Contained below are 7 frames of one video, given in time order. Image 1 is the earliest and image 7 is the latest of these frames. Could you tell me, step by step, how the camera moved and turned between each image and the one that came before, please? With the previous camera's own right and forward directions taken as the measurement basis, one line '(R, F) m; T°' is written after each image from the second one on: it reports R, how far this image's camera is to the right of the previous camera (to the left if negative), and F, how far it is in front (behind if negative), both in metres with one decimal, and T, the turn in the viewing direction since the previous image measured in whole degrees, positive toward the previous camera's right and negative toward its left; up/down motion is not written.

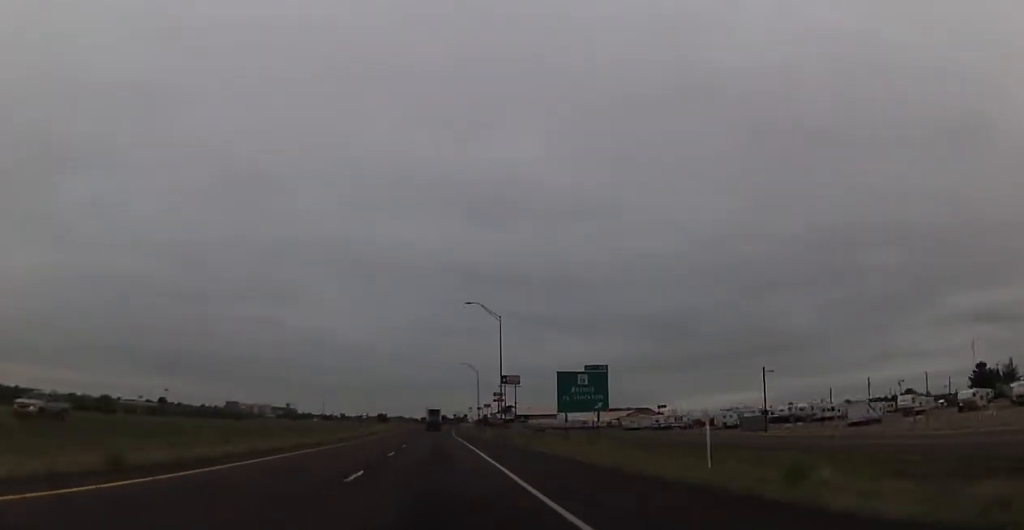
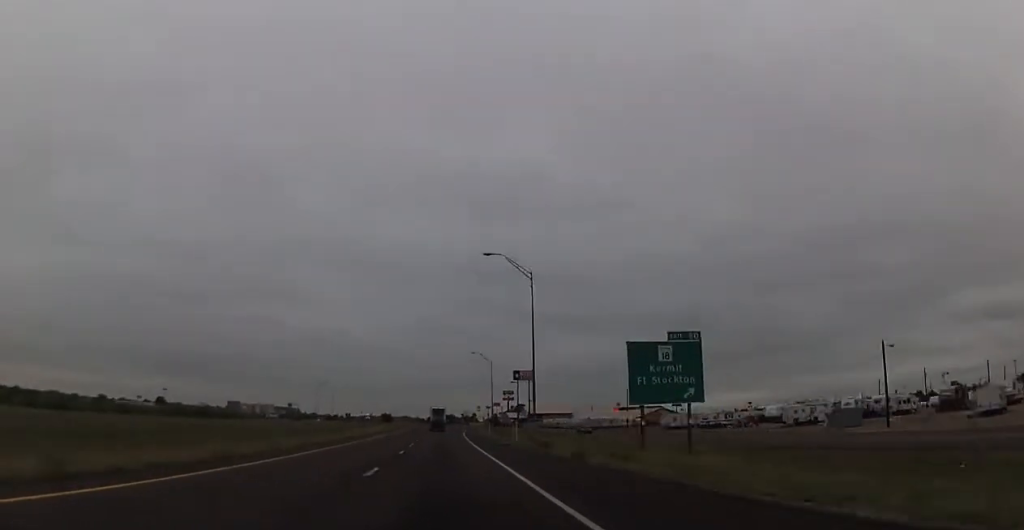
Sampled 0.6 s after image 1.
(-0.3, +22.4) m; 0°
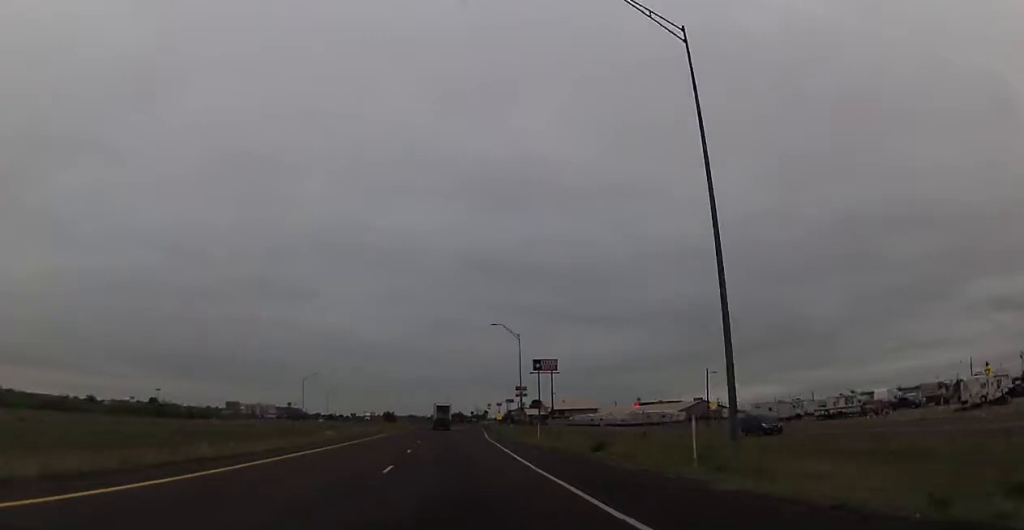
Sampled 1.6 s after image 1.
(0.0, +36.3) m; 0°
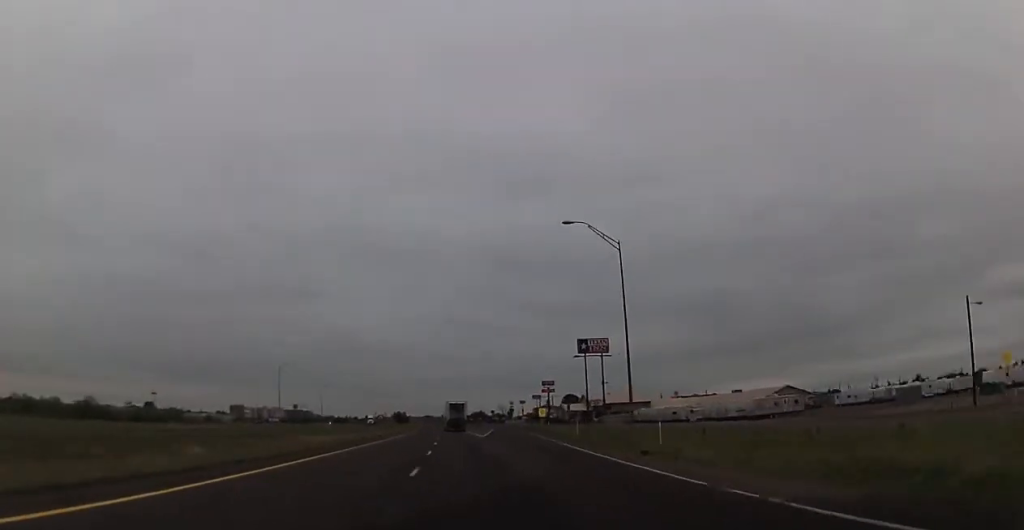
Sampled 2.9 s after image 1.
(-0.4, +48.7) m; -1°
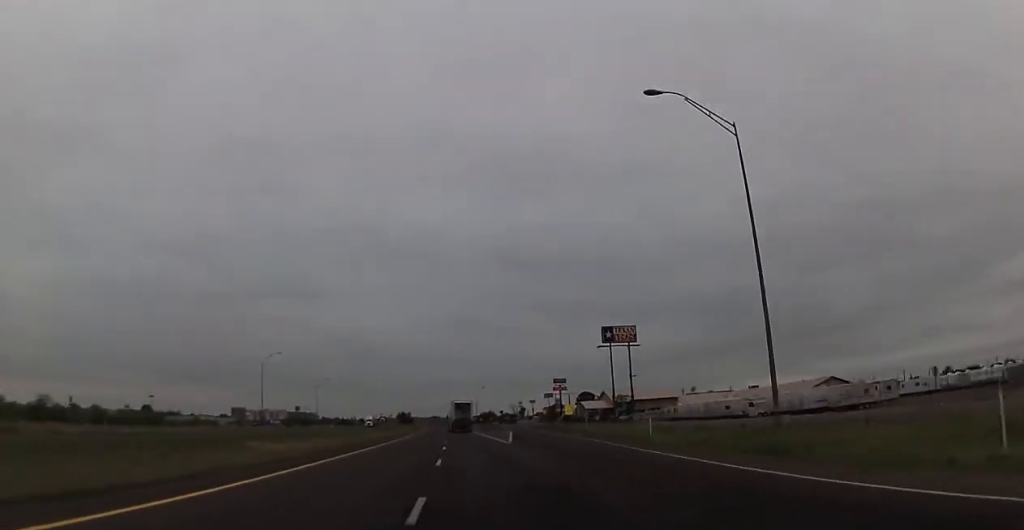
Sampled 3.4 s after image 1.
(+0.1, +20.0) m; -1°
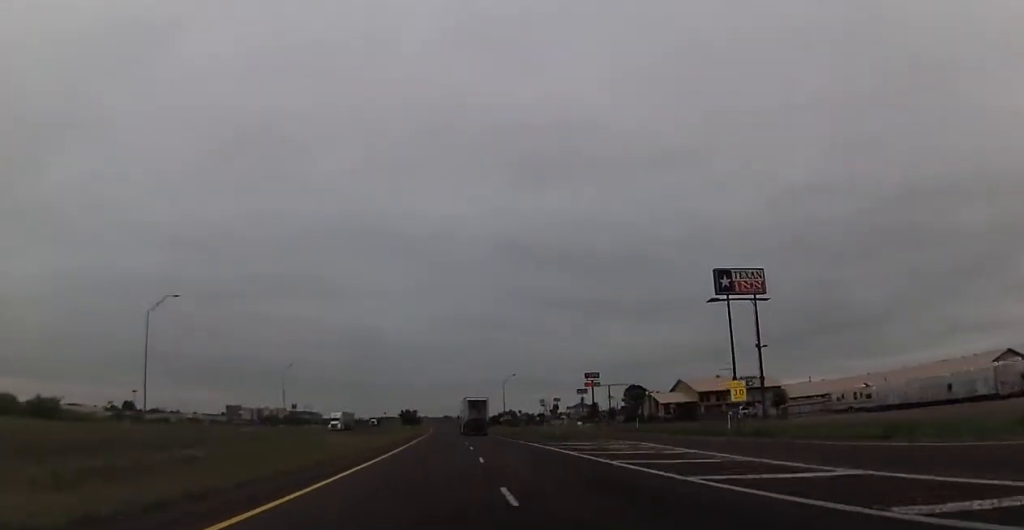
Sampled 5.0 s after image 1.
(-1.3, +58.6) m; -2°
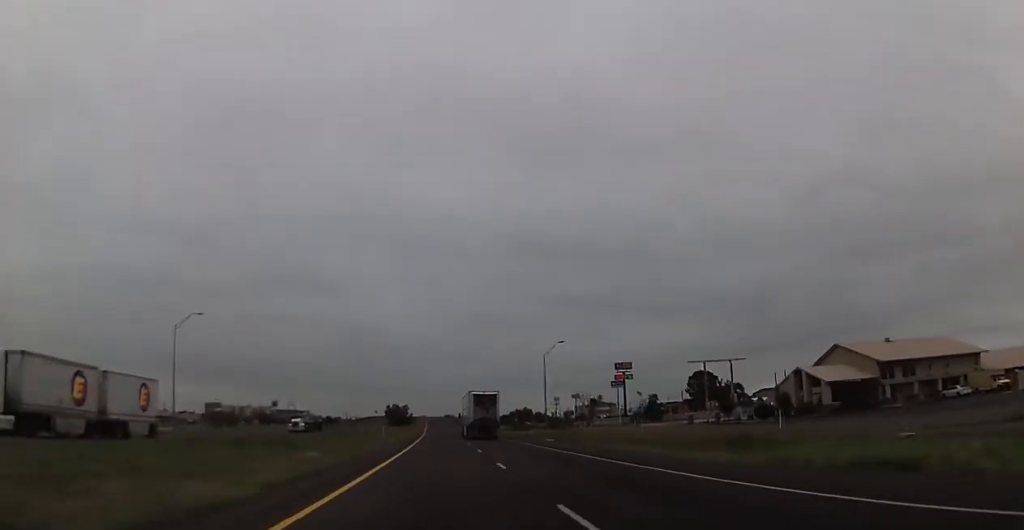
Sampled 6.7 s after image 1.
(-0.7, +63.5) m; 0°
